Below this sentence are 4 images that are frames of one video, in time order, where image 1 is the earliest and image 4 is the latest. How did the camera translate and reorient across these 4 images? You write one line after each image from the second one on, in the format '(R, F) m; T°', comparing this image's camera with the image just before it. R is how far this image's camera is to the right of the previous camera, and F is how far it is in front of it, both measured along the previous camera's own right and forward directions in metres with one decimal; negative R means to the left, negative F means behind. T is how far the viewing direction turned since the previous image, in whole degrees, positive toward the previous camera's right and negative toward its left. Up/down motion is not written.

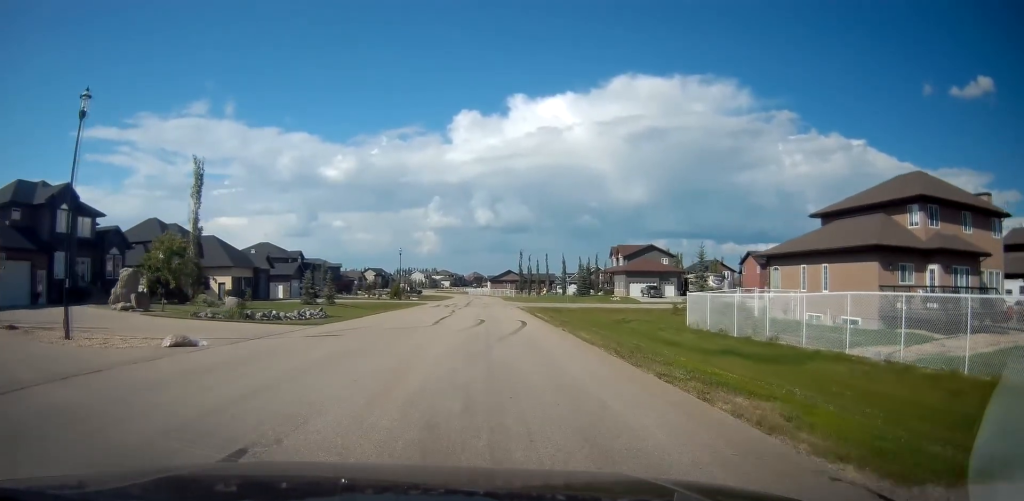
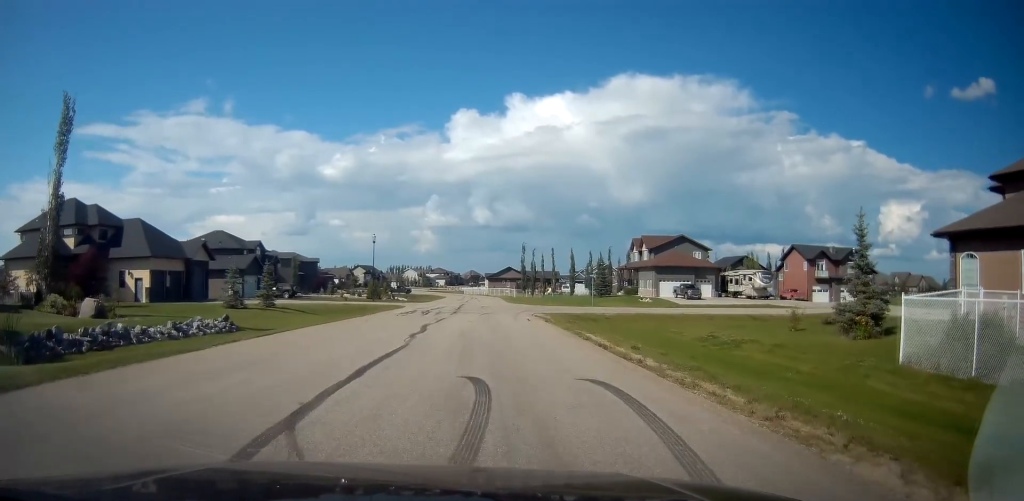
(0.0, +17.7) m; 0°
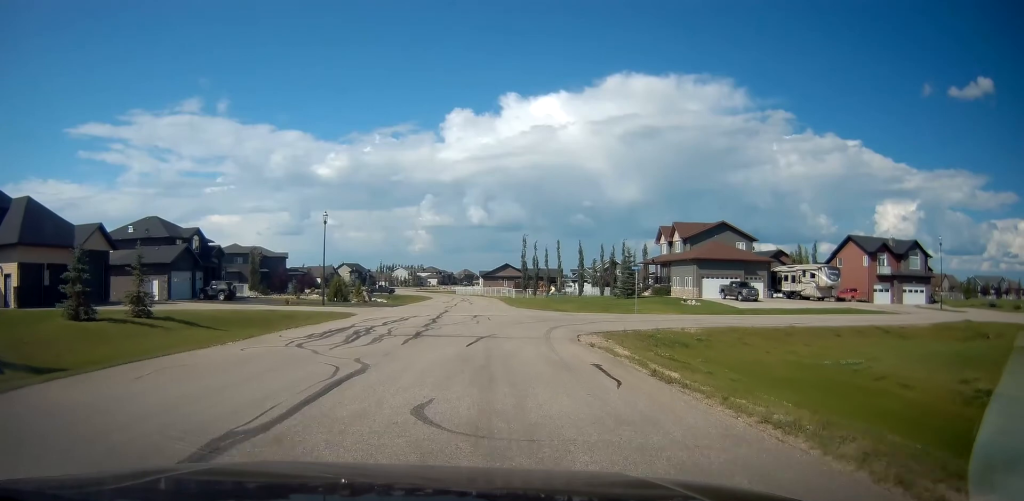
(0.0, +17.6) m; 0°
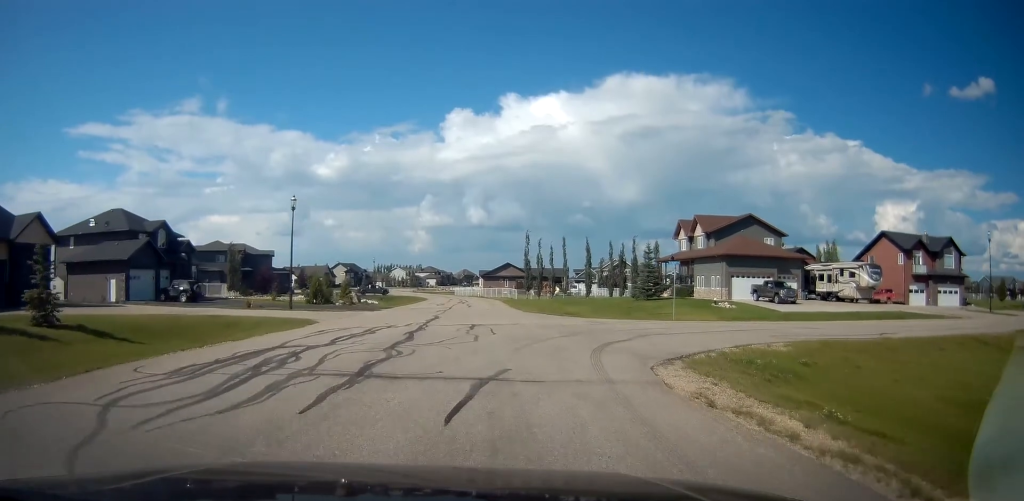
(0.0, +7.7) m; 0°
